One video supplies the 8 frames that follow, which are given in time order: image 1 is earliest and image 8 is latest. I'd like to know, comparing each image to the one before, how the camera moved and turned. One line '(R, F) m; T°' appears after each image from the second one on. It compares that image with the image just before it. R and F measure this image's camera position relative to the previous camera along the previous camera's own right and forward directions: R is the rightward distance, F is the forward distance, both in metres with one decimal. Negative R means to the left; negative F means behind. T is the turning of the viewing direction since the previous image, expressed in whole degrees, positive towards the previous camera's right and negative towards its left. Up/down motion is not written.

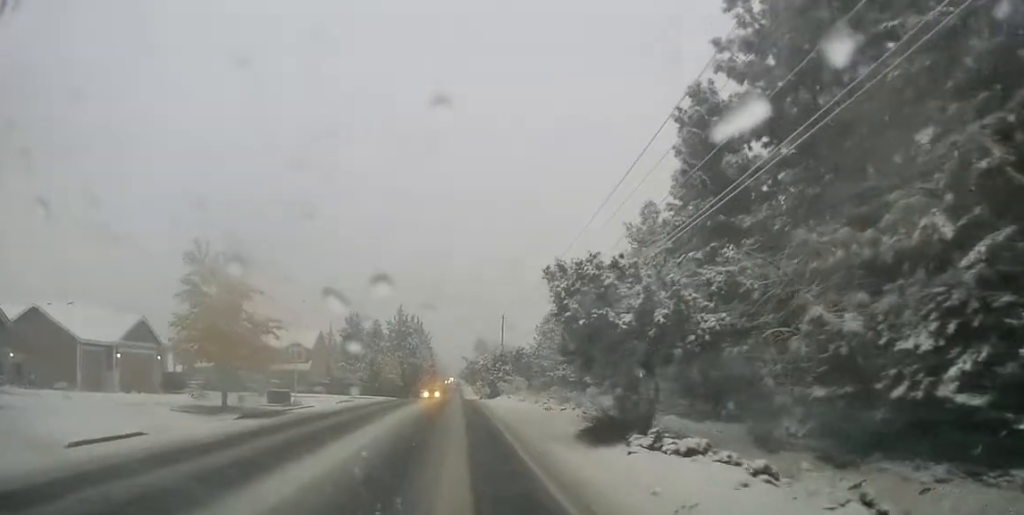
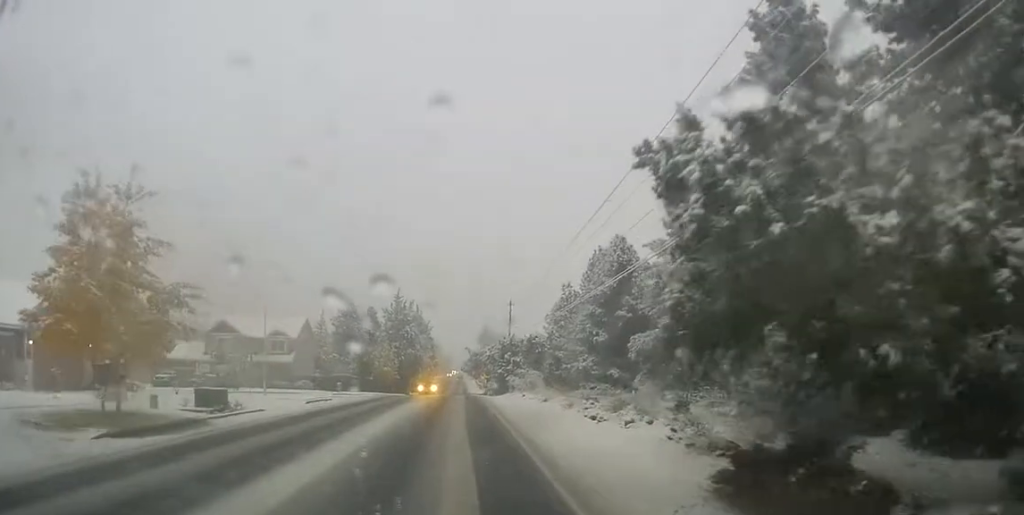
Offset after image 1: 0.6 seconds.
(-0.4, +9.4) m; -2°
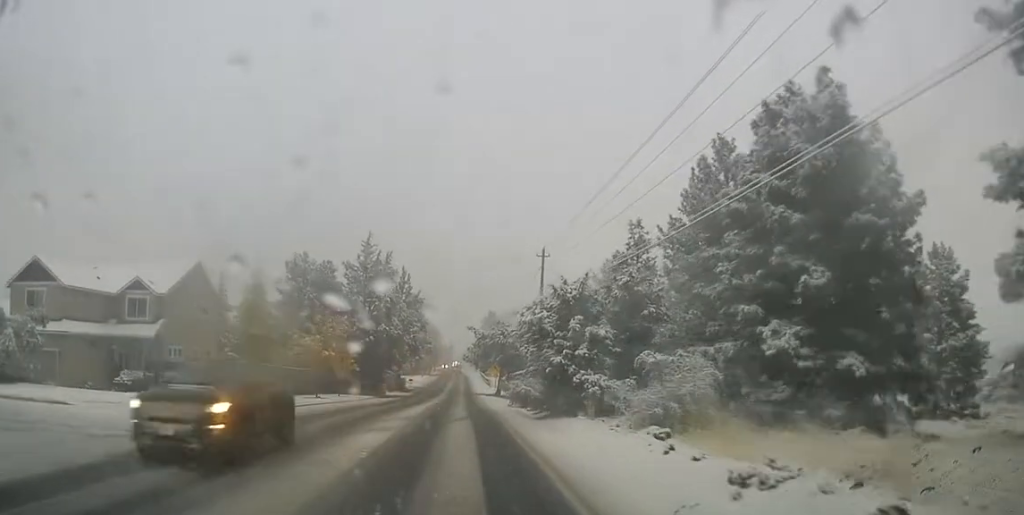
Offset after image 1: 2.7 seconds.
(+0.3, +34.2) m; +1°
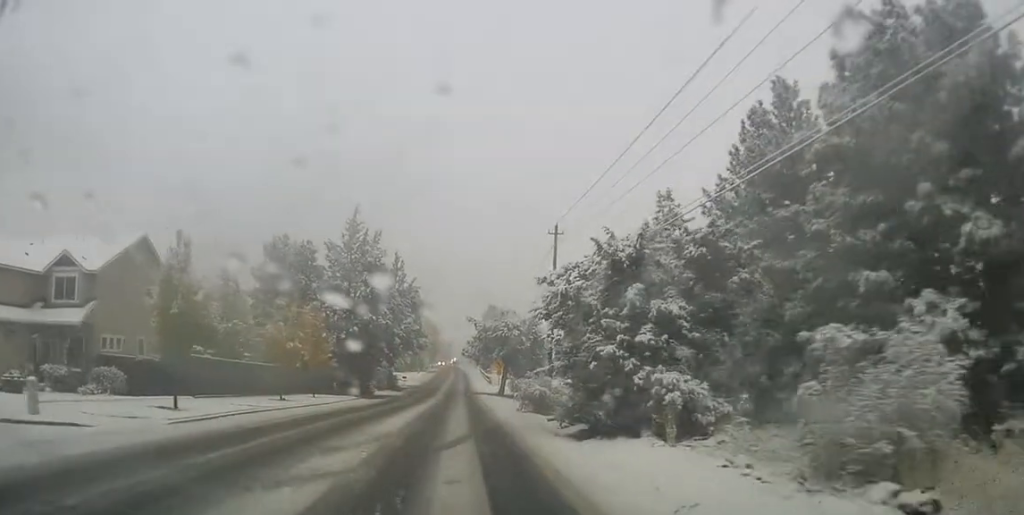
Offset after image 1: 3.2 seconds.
(-0.1, +8.4) m; -1°
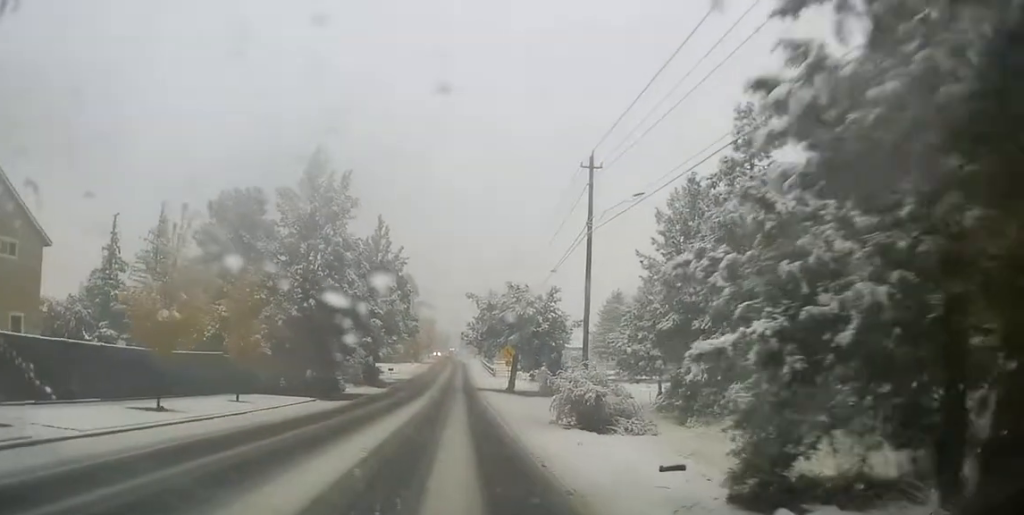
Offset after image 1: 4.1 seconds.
(-0.2, +14.8) m; -1°
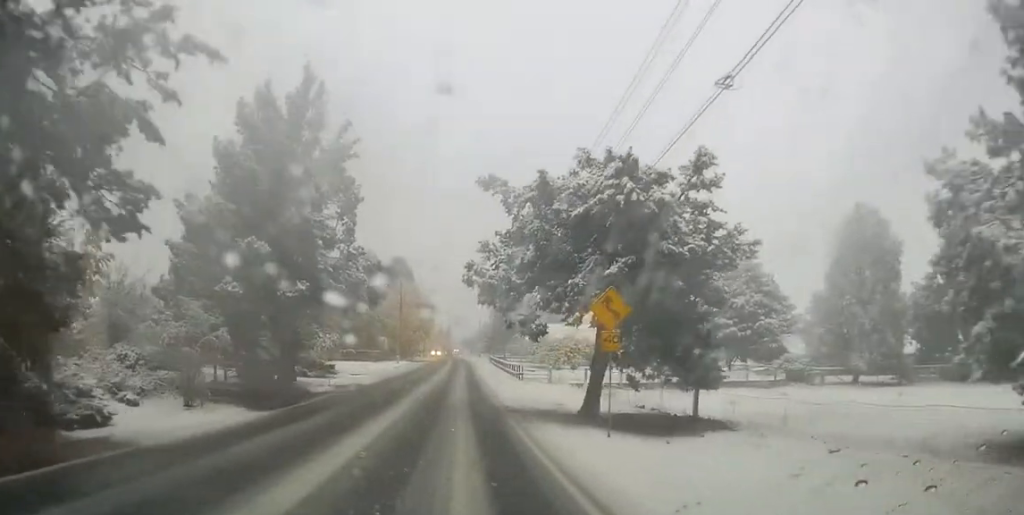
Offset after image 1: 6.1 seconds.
(0.0, +32.4) m; 0°
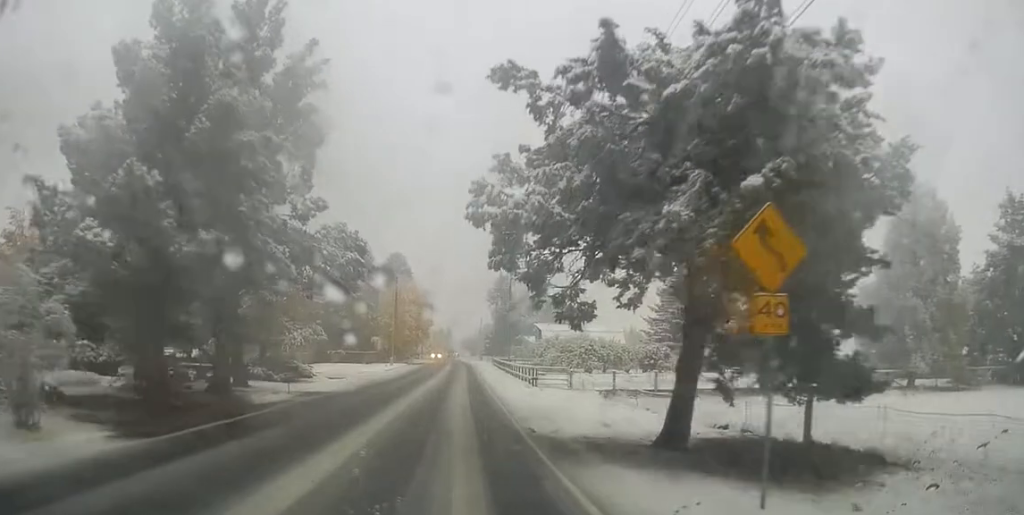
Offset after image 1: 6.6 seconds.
(0.0, +8.6) m; 0°
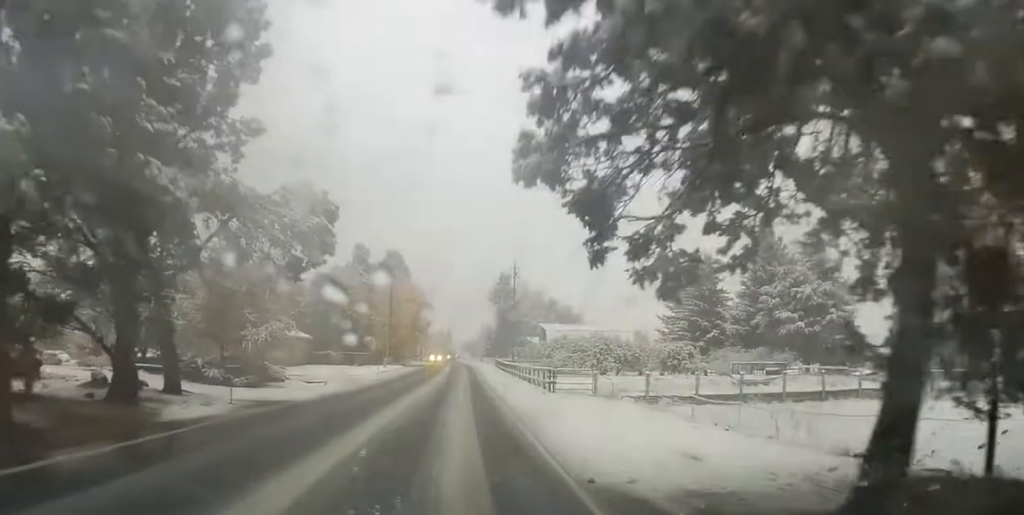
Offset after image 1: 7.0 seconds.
(0.0, +6.9) m; 0°
